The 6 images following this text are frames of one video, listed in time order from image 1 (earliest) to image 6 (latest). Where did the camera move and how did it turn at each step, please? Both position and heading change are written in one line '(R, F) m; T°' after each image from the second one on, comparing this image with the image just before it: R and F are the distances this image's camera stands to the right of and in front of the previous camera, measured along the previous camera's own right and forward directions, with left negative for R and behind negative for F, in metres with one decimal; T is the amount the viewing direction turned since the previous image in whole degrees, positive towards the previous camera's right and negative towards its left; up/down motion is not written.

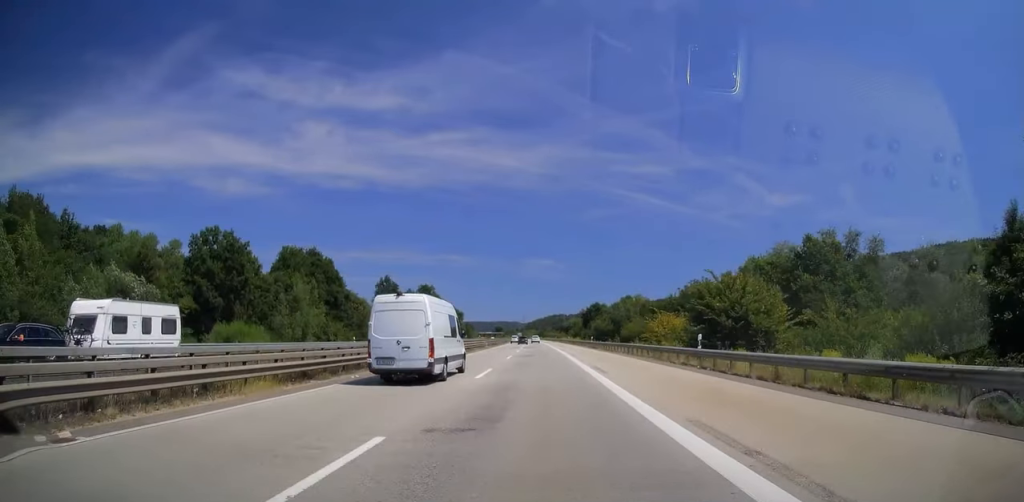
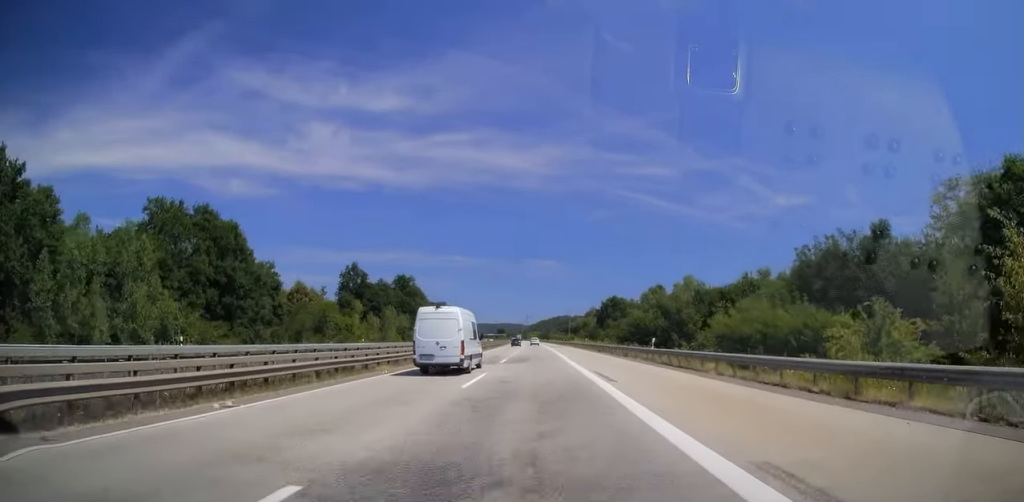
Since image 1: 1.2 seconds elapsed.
(-0.3, +38.7) m; -1°
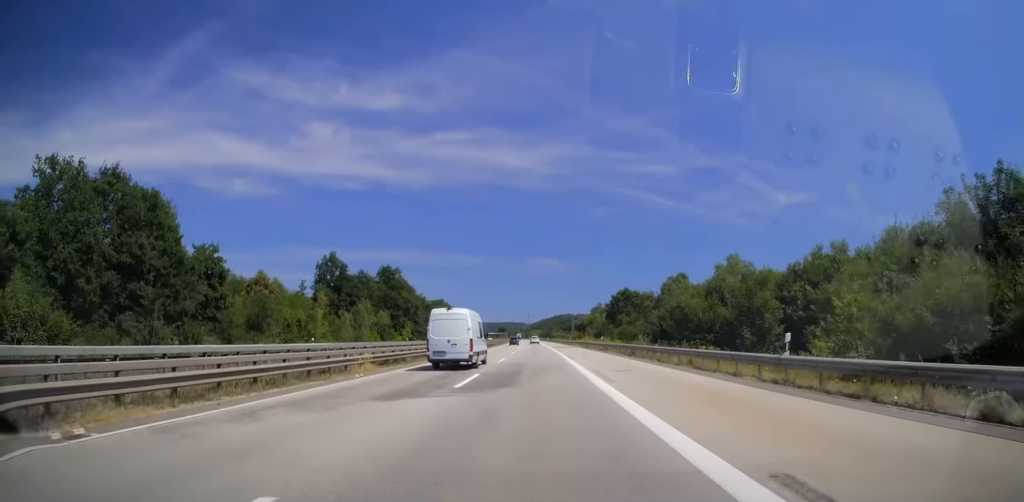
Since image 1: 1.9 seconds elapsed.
(-0.3, +18.6) m; 0°
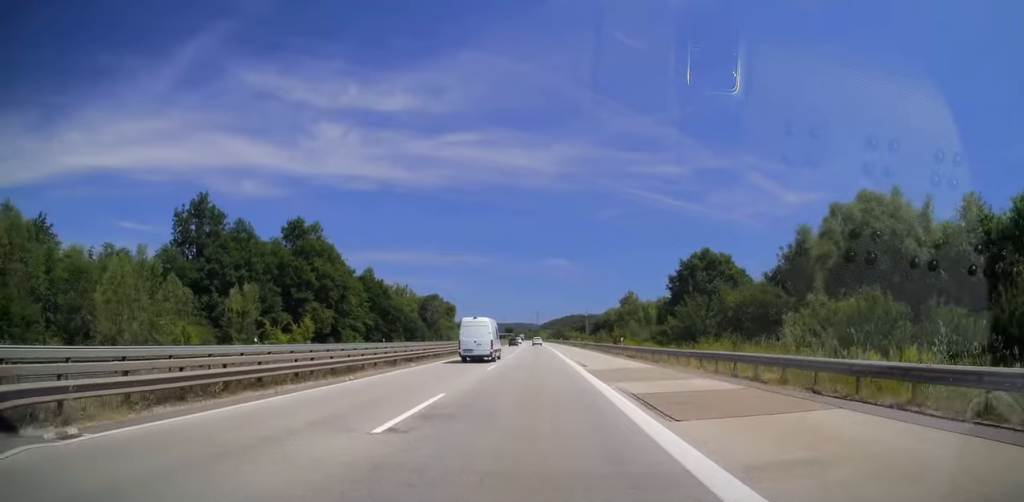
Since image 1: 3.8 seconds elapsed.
(+0.8, +61.8) m; 0°
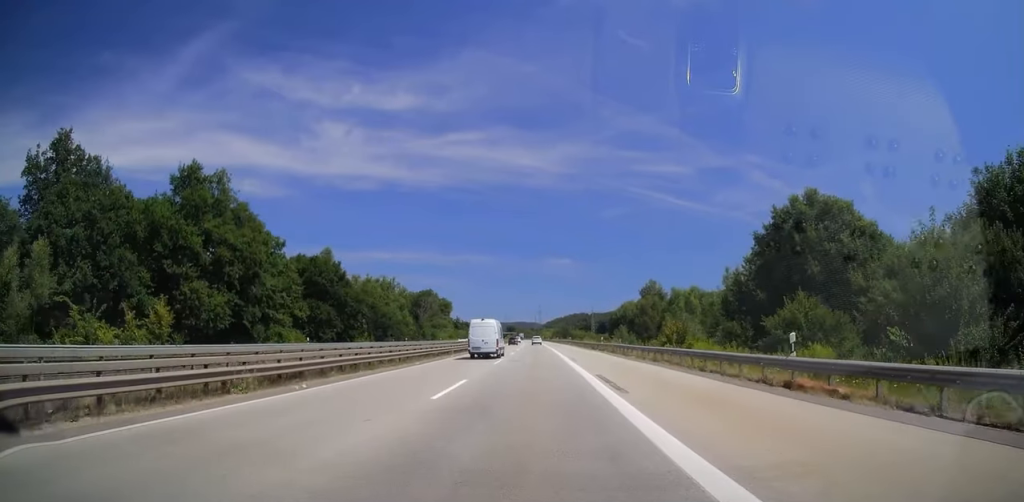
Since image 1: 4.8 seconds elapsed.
(-0.4, +30.9) m; -1°
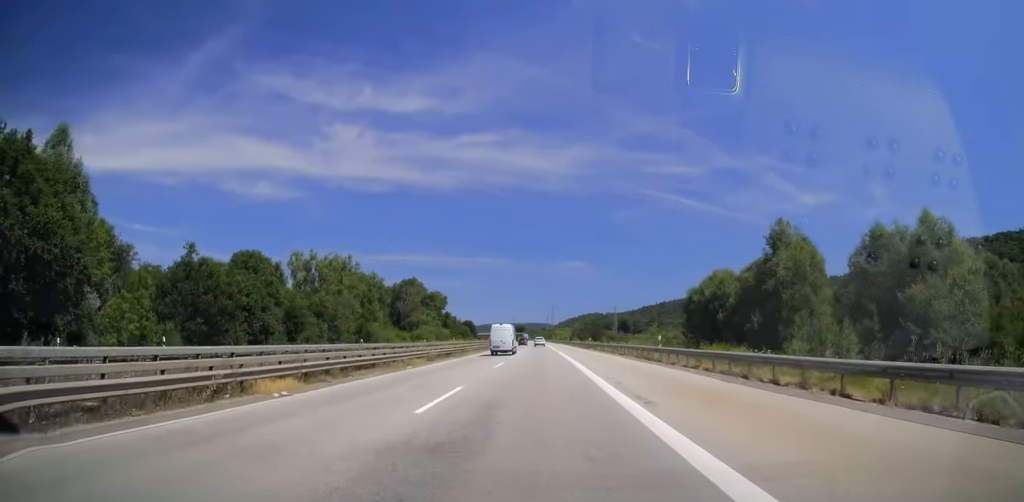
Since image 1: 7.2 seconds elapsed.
(-0.9, +74.3) m; -1°
